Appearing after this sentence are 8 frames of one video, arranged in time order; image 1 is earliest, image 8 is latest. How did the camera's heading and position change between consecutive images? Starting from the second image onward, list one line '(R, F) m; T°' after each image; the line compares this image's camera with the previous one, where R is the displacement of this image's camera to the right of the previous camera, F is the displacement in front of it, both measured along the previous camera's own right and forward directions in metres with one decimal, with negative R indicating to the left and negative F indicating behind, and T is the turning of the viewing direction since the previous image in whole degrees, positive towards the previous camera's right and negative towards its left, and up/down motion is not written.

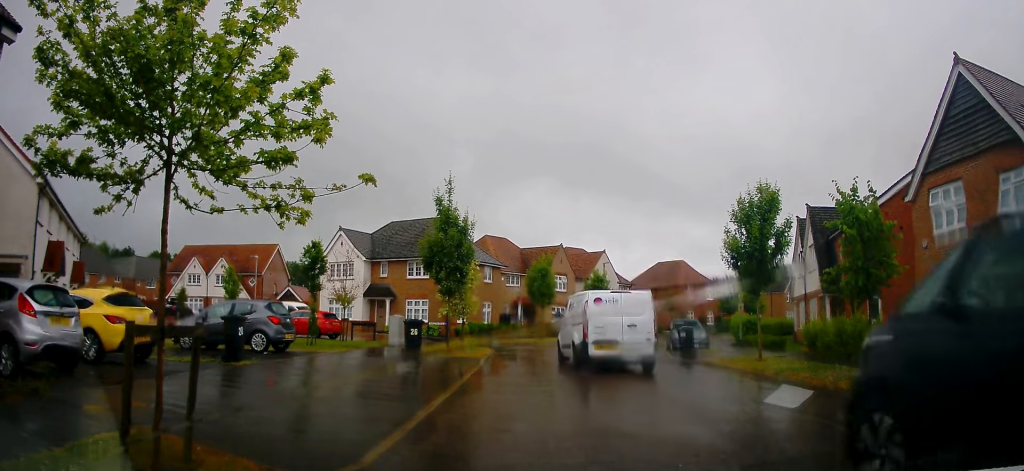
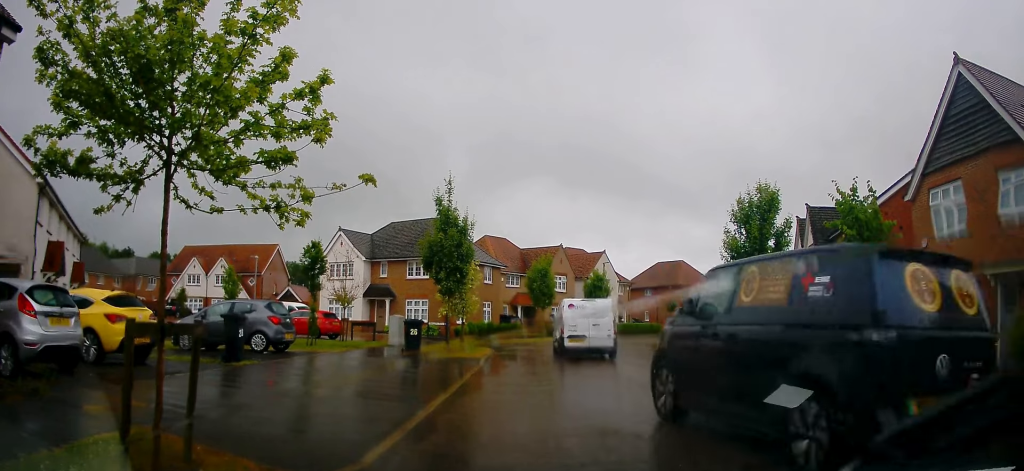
(0.0, 0.0) m; 0°
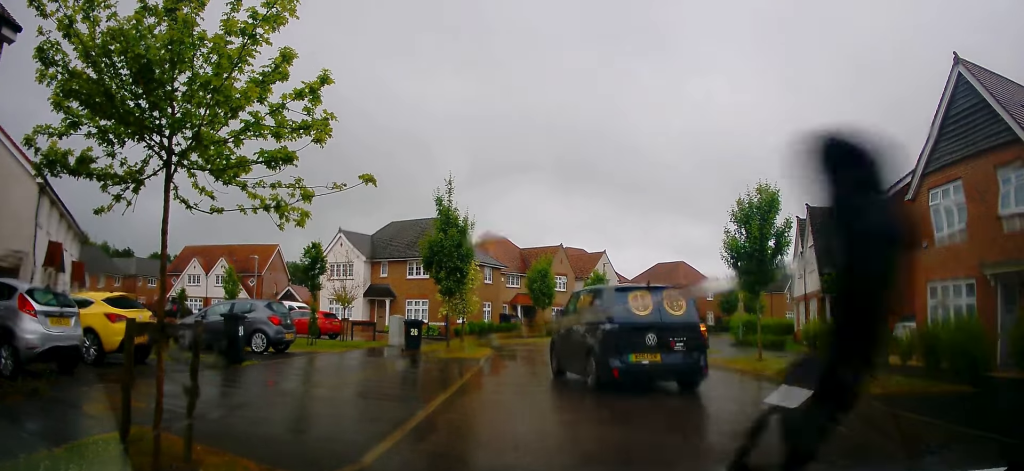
(0.0, 0.0) m; 0°
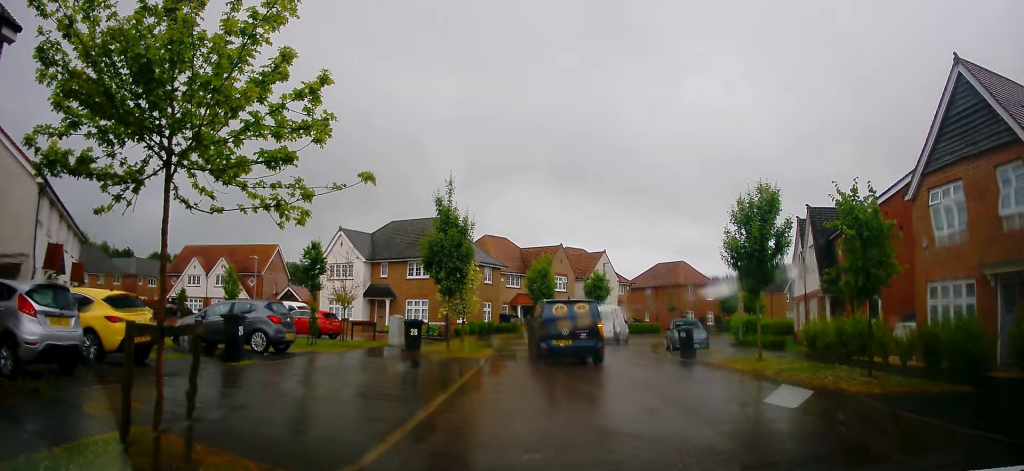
(0.0, 0.0) m; 0°
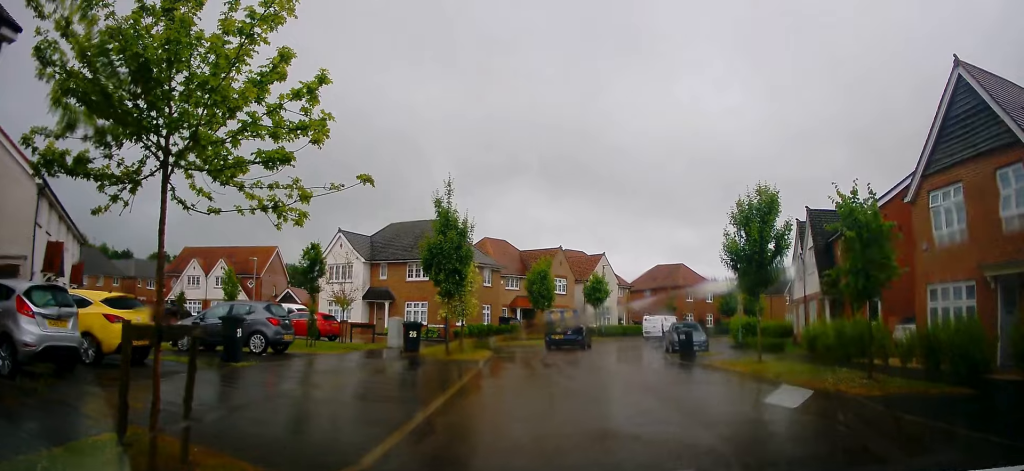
(0.0, 0.0) m; 0°
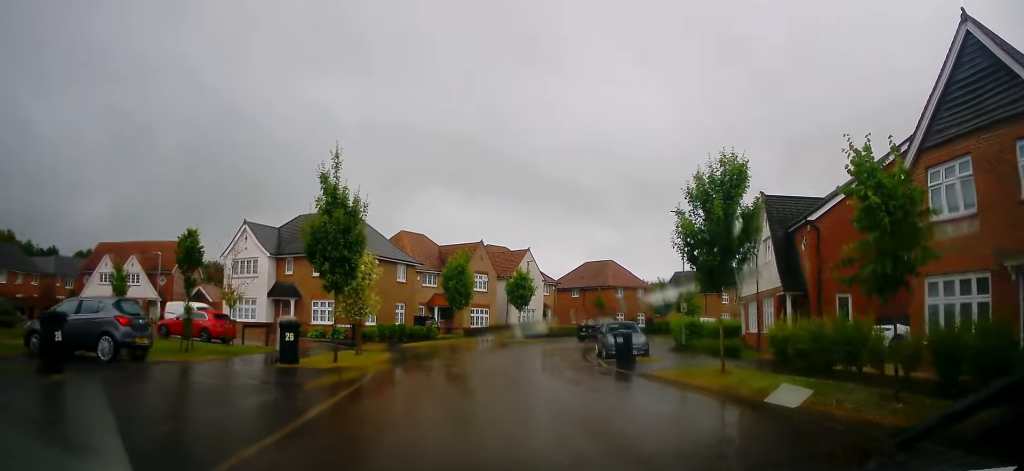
(+0.7, +2.0) m; +7°
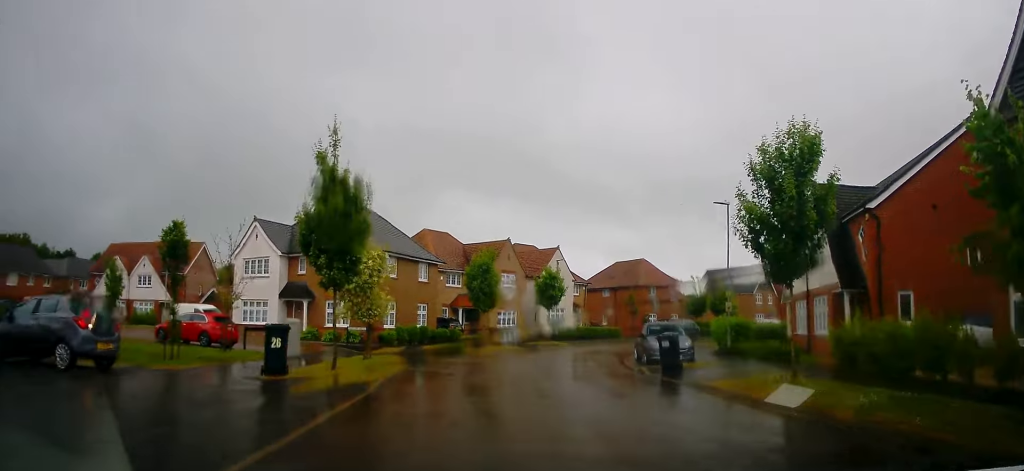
(-0.2, +2.0) m; -4°
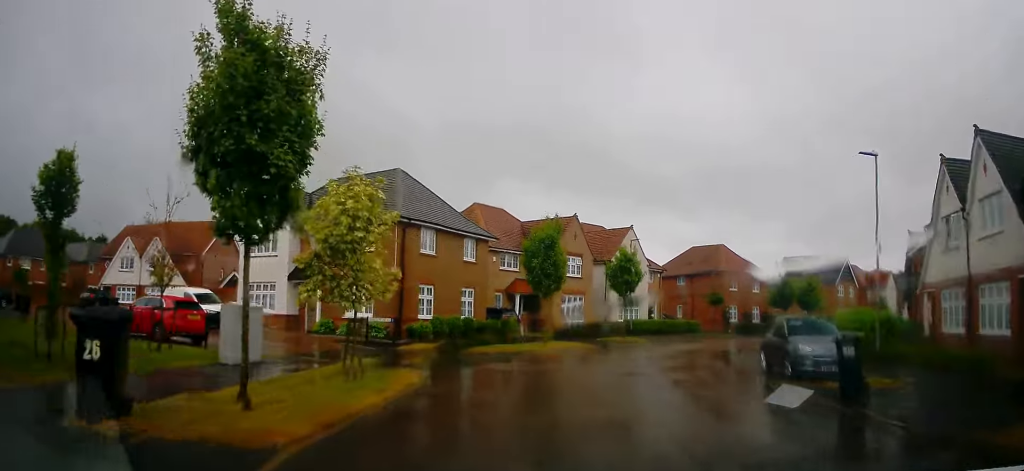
(-0.4, +6.2) m; -3°
